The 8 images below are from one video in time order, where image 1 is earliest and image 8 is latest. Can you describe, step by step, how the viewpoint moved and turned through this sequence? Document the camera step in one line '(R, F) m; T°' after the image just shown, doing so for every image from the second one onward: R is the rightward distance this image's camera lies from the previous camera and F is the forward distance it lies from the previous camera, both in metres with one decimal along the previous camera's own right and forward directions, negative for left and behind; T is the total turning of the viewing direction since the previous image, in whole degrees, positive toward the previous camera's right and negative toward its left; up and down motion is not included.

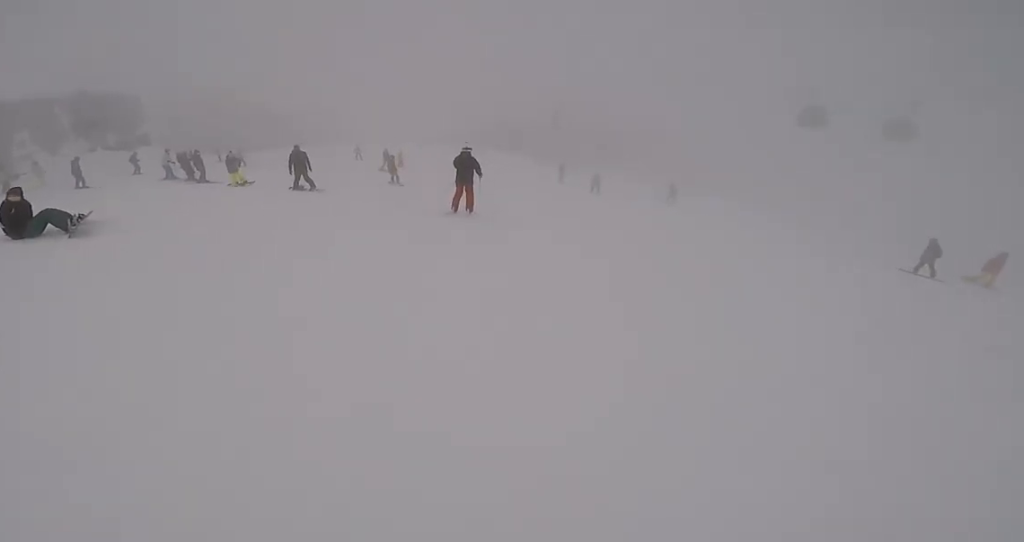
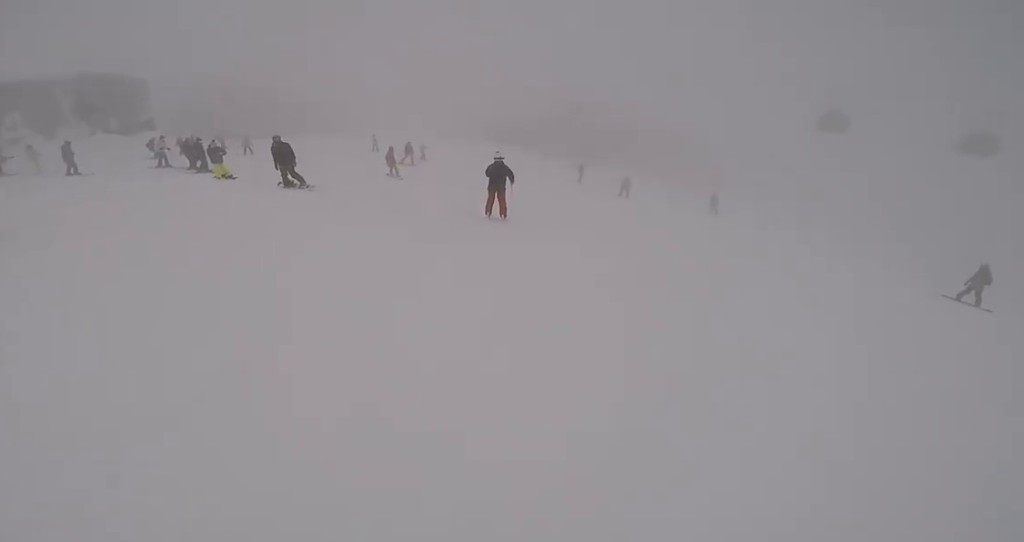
(0.0, +2.4) m; -2°
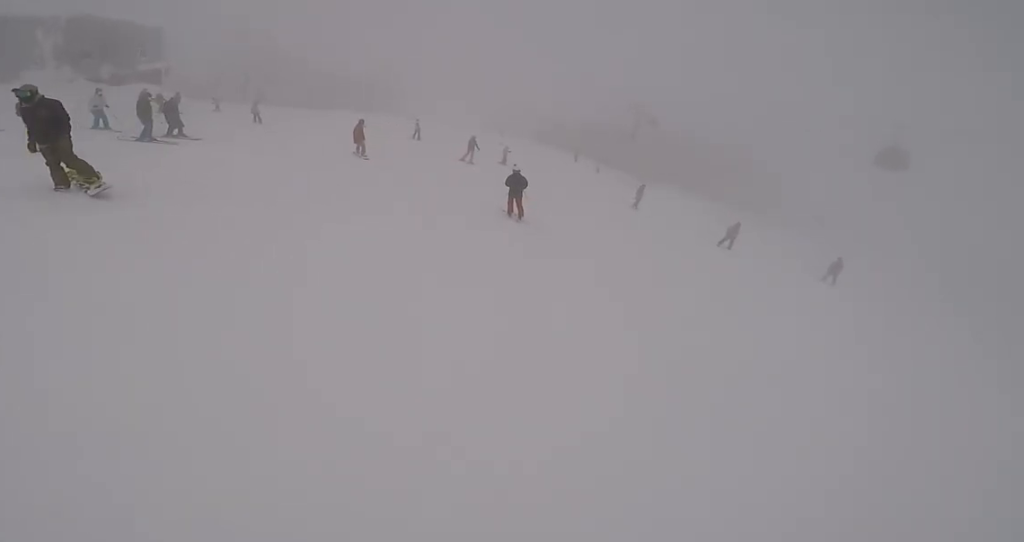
(-1.3, +8.3) m; -10°
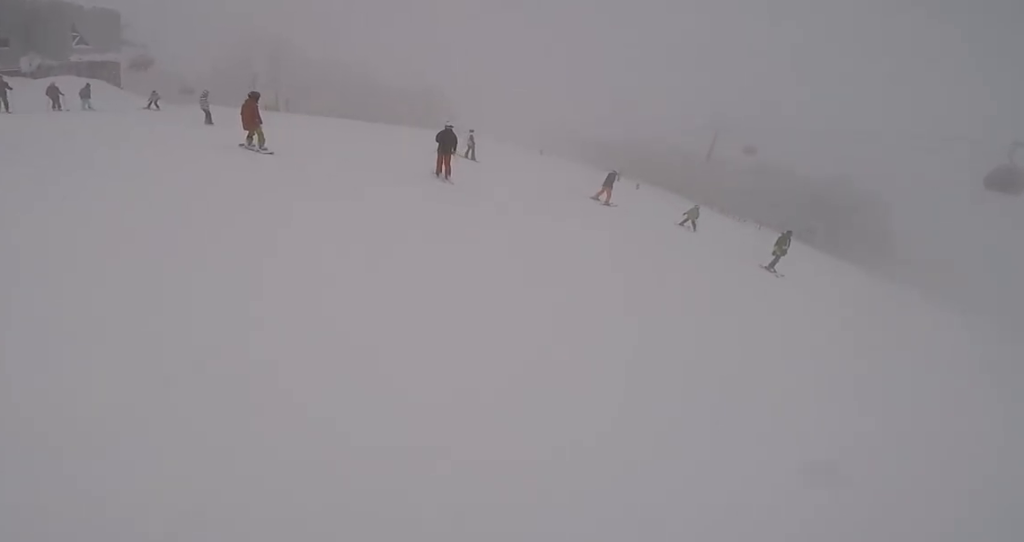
(-0.3, +10.8) m; -11°
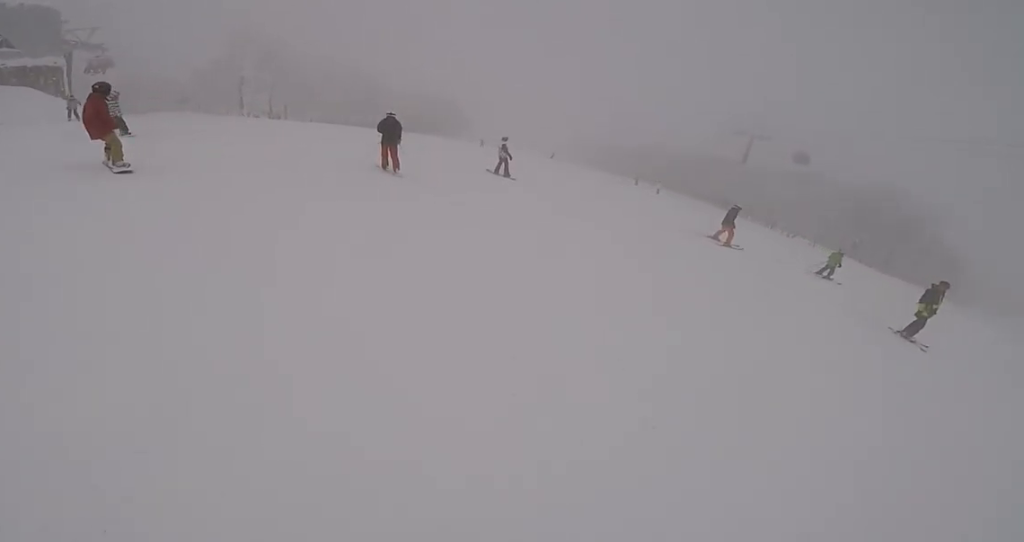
(-1.1, +5.2) m; -6°
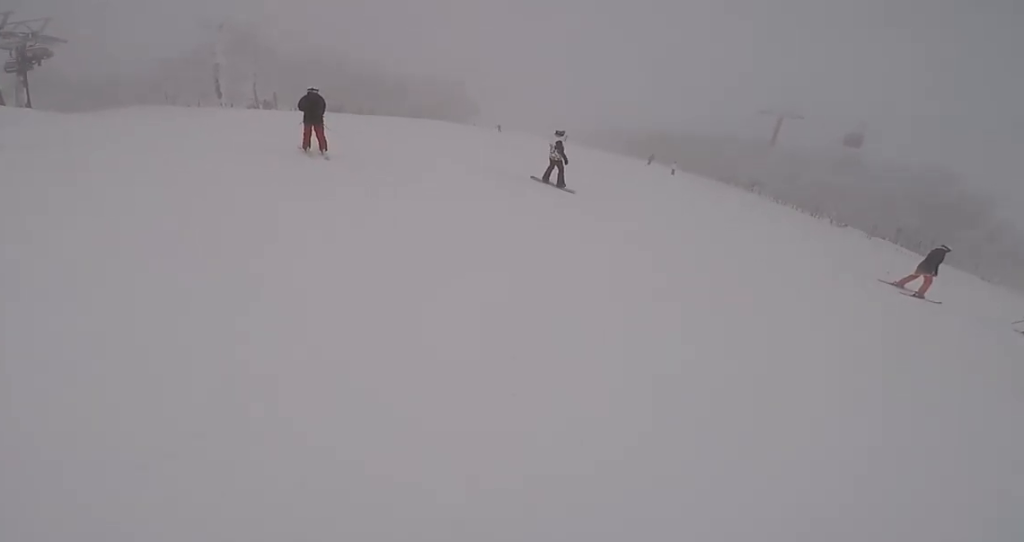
(+0.4, +4.6) m; -2°
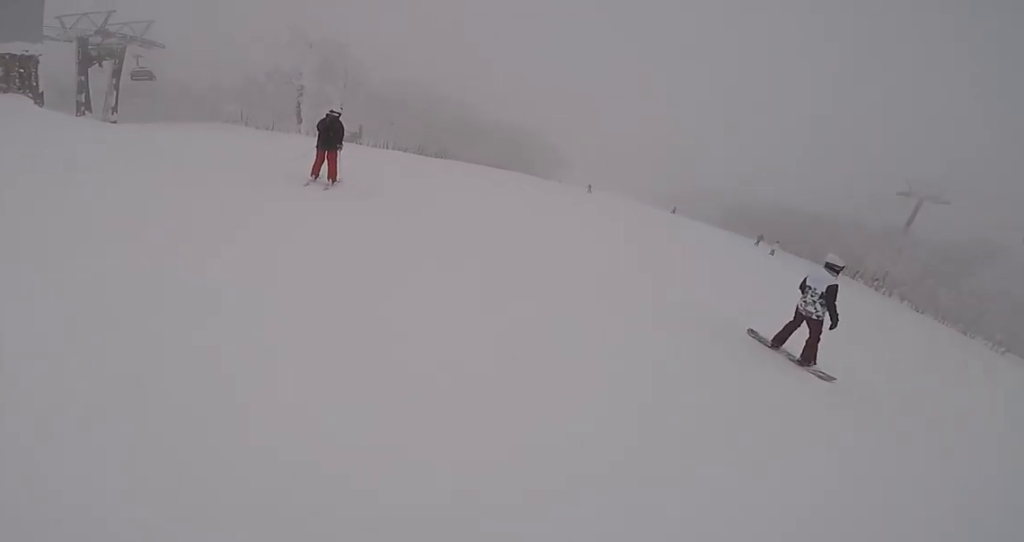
(-0.1, +4.9) m; -1°
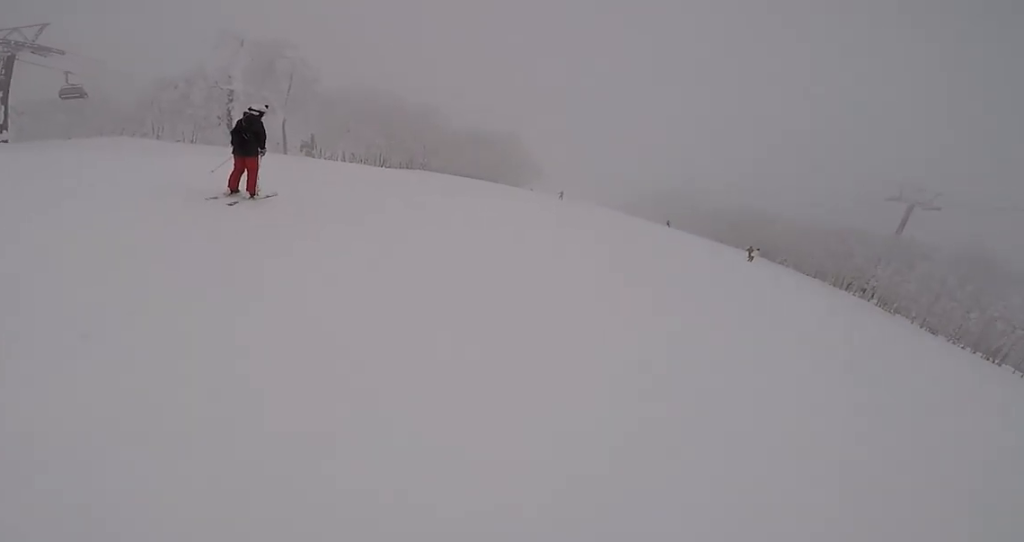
(-0.5, +5.1) m; +3°
